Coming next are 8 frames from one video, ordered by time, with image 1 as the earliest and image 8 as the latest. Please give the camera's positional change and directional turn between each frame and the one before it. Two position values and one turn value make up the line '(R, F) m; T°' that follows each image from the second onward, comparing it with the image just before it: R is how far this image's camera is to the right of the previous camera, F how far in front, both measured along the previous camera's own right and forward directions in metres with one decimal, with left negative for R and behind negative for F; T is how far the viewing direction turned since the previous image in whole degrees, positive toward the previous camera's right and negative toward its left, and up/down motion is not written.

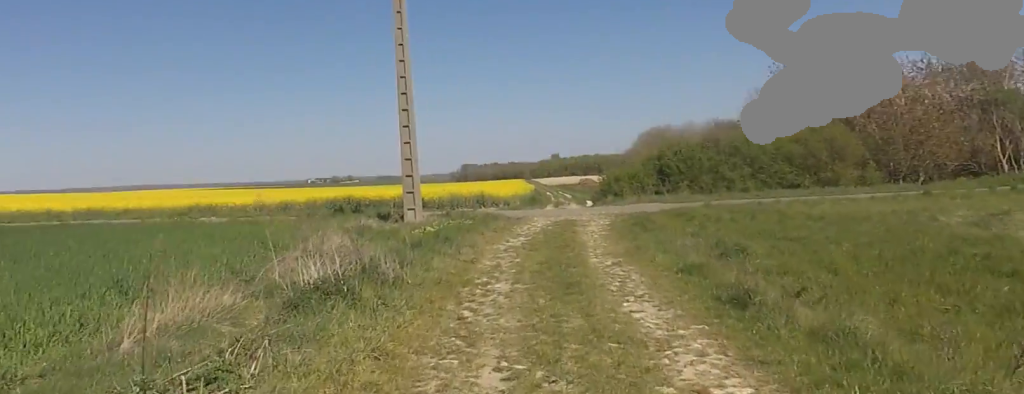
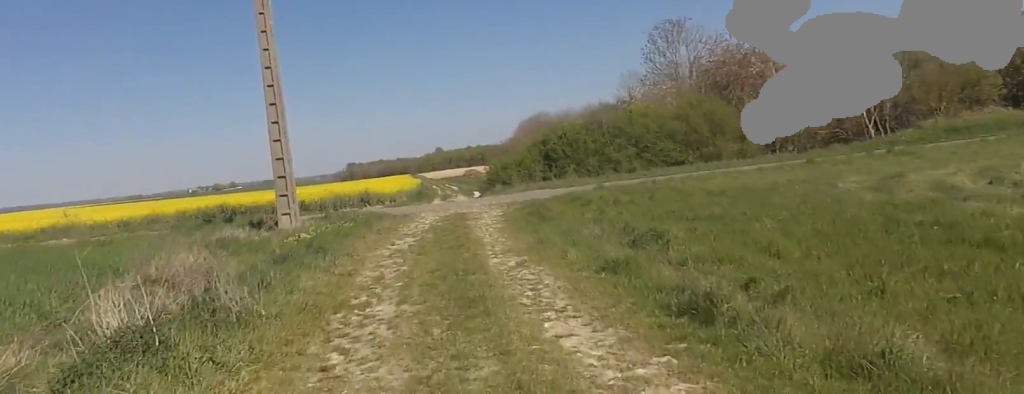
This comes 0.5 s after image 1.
(0.0, +2.0) m; 0°
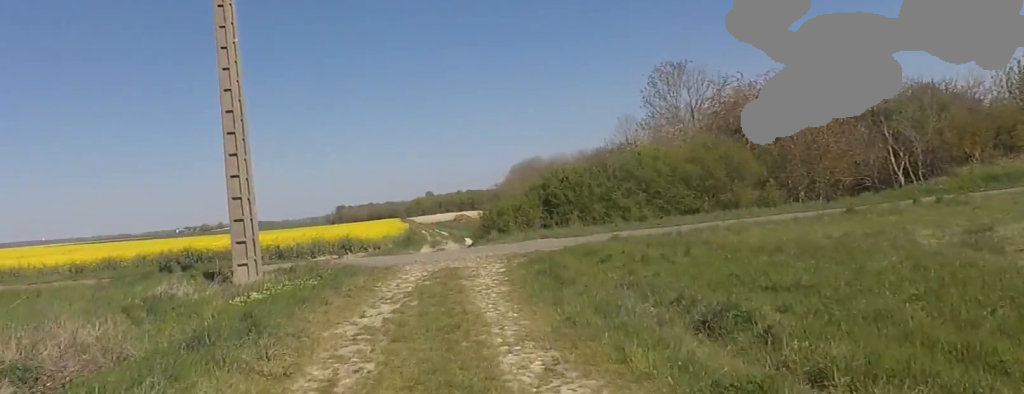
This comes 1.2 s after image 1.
(0.0, +3.4) m; 0°
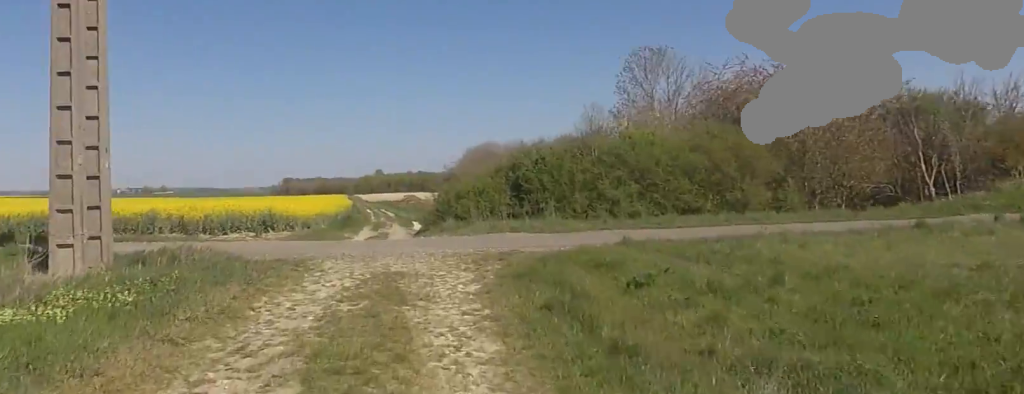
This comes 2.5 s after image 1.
(0.0, +6.3) m; 0°
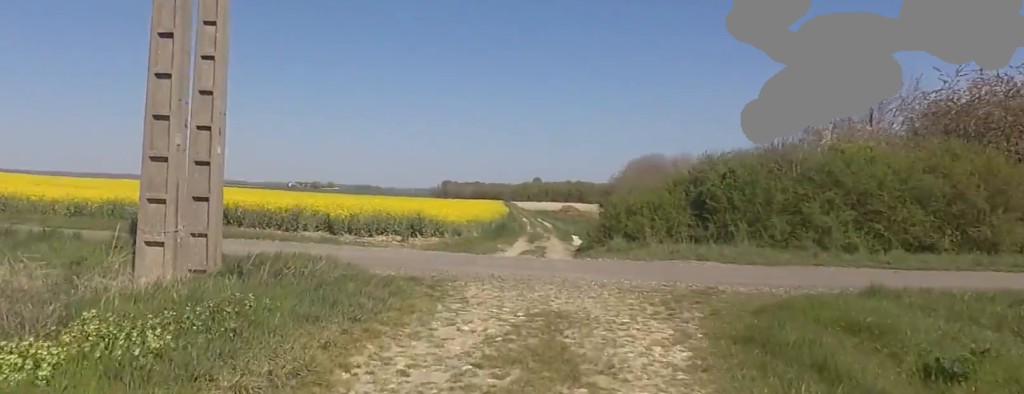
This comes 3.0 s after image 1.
(0.0, +2.9) m; 0°
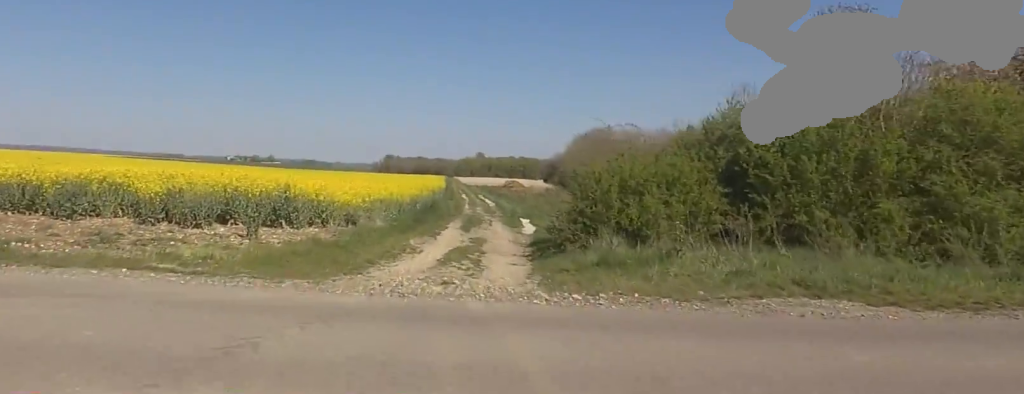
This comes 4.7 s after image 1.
(0.0, +9.8) m; 0°
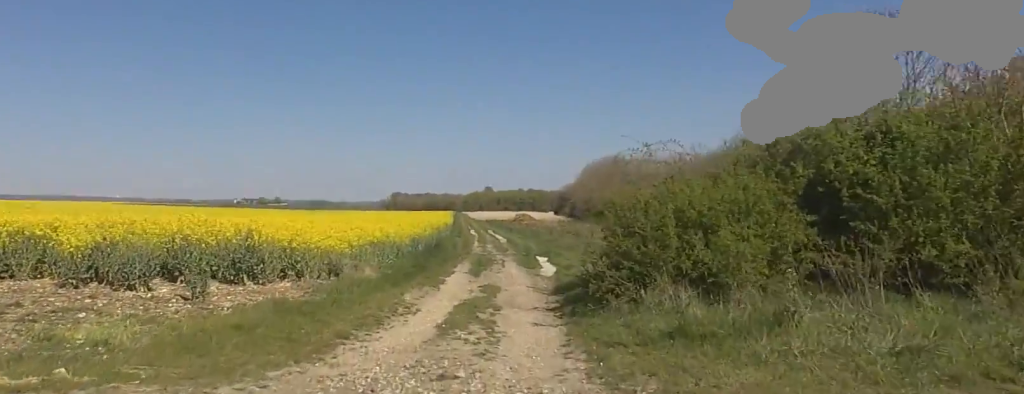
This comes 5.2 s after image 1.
(0.0, +3.2) m; +4°
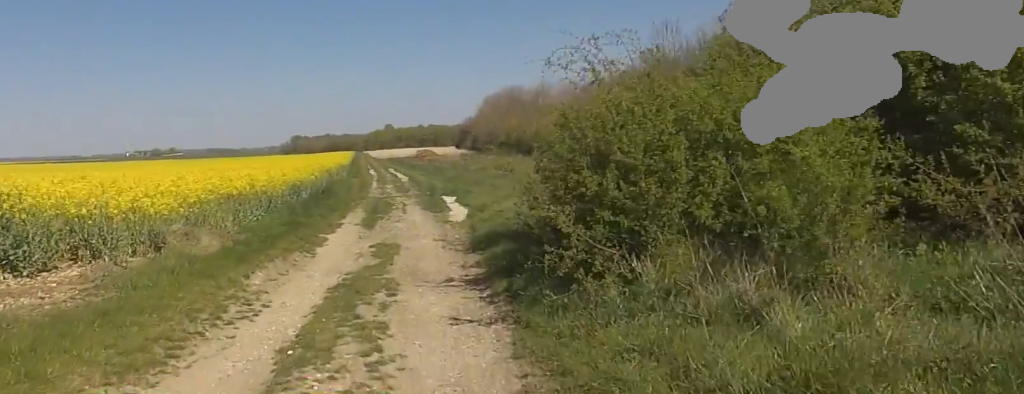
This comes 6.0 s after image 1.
(-0.2, +4.6) m; +9°
